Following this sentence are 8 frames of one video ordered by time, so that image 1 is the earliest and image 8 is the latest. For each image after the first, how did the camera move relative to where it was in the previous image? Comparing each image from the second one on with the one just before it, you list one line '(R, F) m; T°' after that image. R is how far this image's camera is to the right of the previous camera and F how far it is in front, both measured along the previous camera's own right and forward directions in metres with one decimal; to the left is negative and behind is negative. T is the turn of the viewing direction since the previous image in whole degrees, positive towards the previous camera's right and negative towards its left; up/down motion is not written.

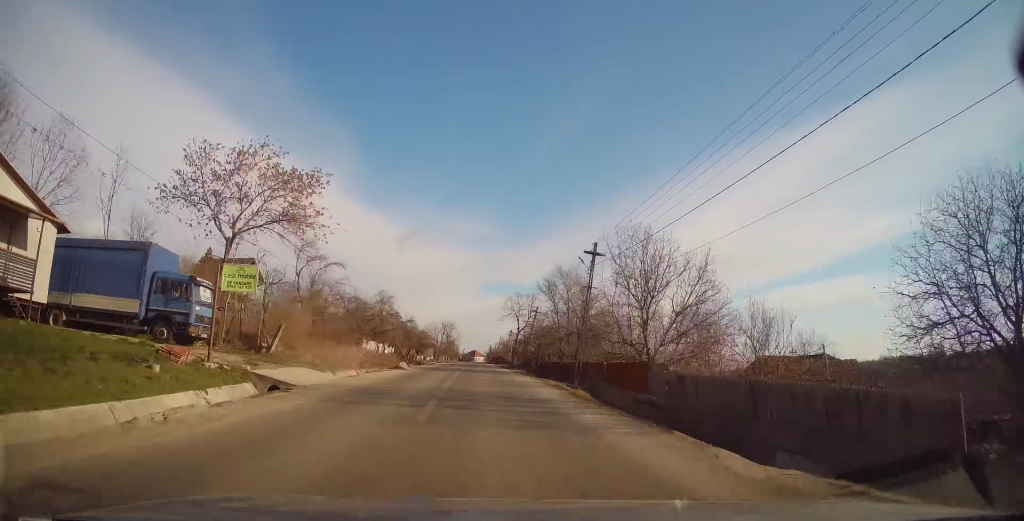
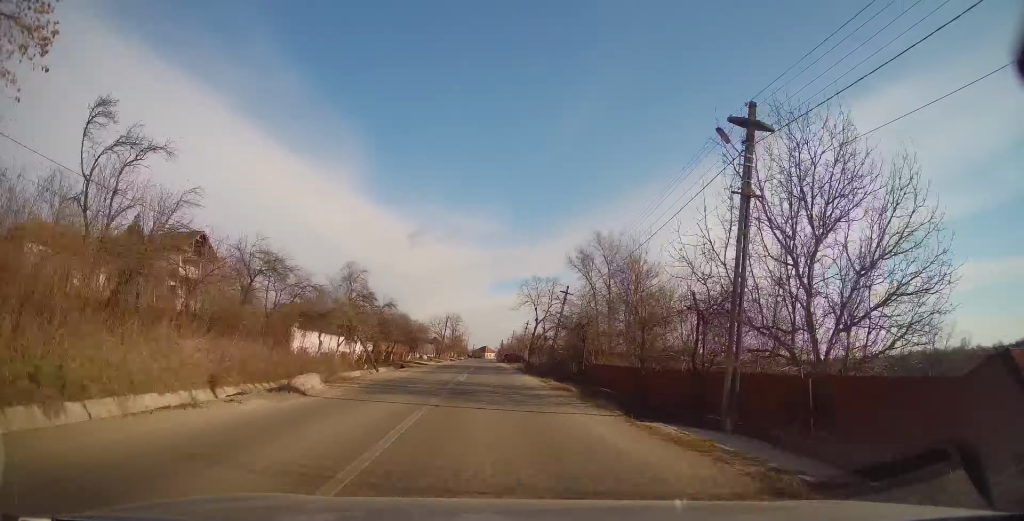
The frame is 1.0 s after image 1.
(+0.2, +16.8) m; 0°
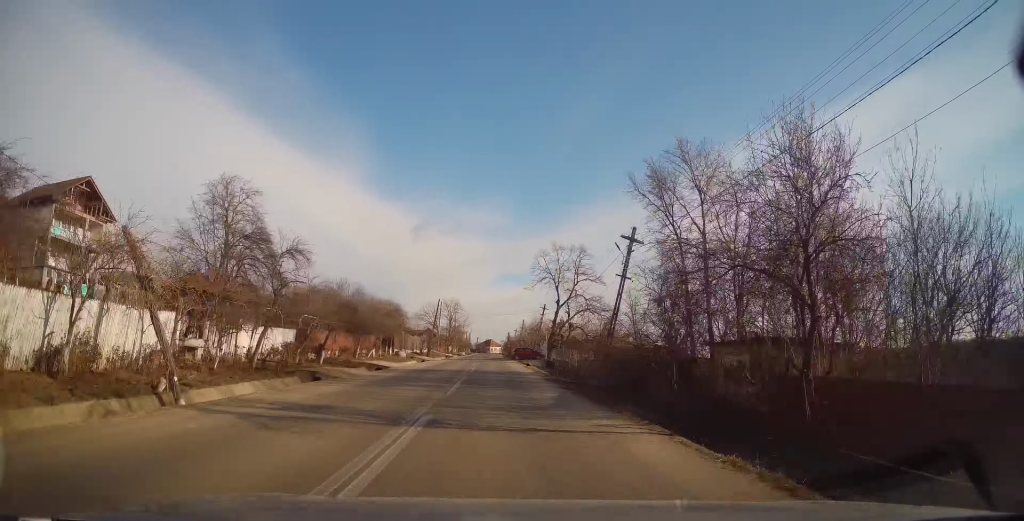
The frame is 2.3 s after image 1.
(-0.3, +21.2) m; -3°
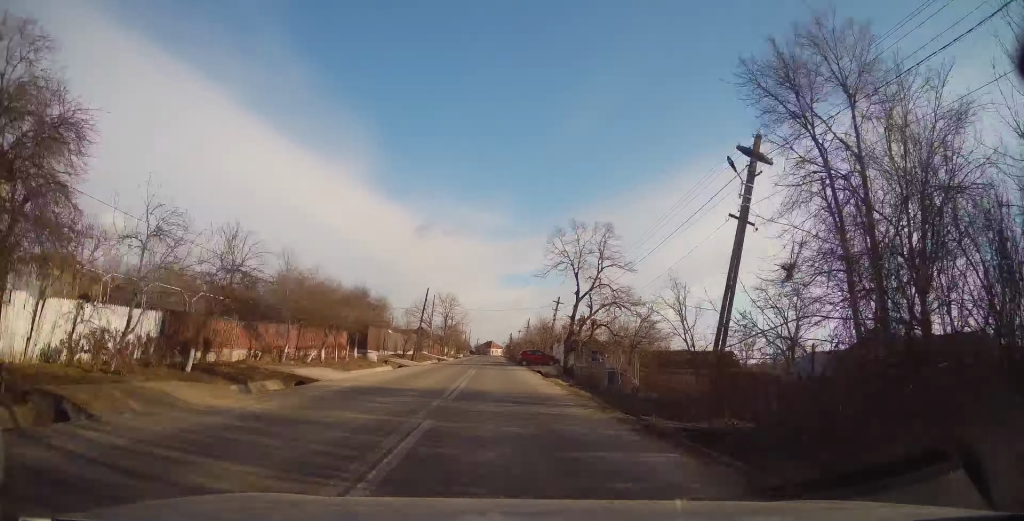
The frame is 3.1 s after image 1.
(-0.3, +12.5) m; 0°
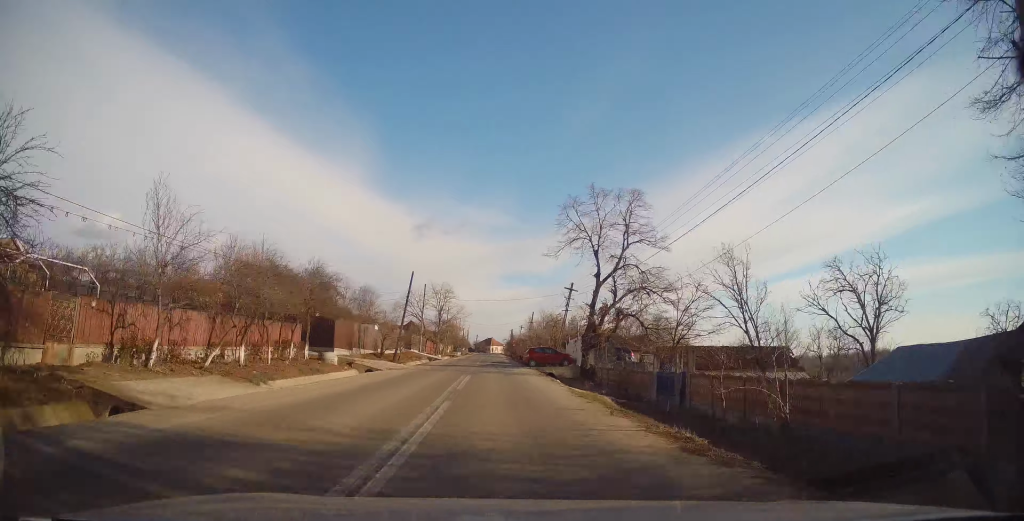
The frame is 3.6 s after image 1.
(0.0, +9.7) m; 0°
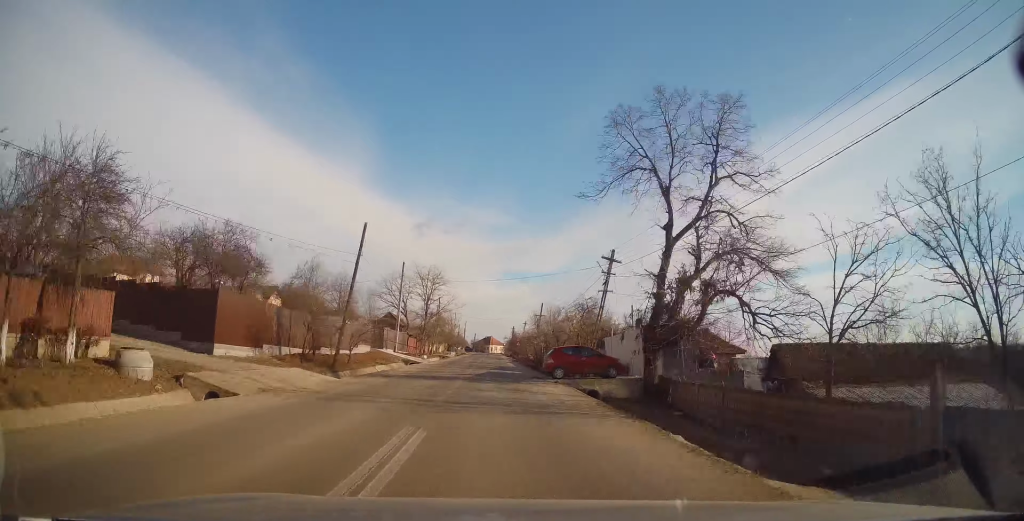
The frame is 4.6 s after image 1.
(+0.2, +15.8) m; +1°
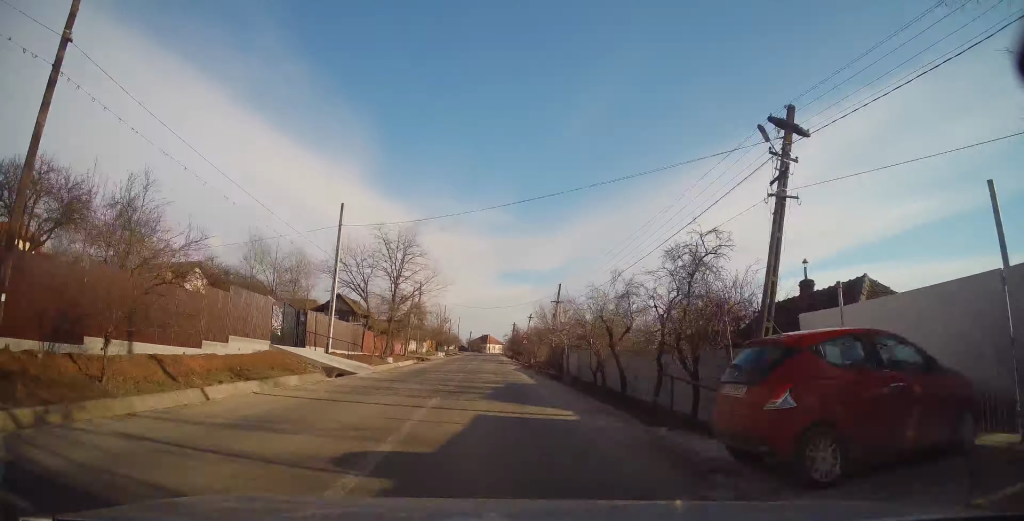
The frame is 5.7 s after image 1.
(0.0, +19.6) m; 0°
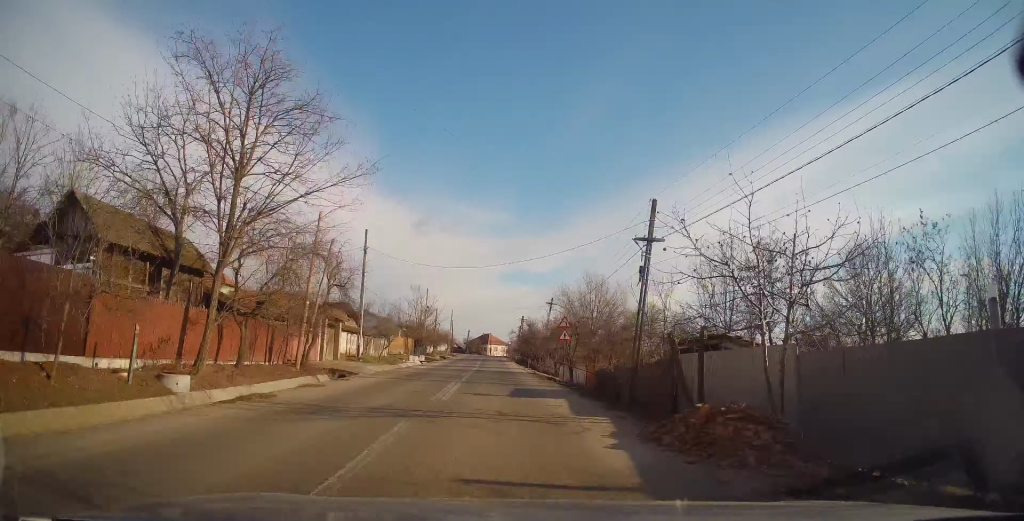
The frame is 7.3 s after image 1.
(0.0, +28.1) m; 0°
